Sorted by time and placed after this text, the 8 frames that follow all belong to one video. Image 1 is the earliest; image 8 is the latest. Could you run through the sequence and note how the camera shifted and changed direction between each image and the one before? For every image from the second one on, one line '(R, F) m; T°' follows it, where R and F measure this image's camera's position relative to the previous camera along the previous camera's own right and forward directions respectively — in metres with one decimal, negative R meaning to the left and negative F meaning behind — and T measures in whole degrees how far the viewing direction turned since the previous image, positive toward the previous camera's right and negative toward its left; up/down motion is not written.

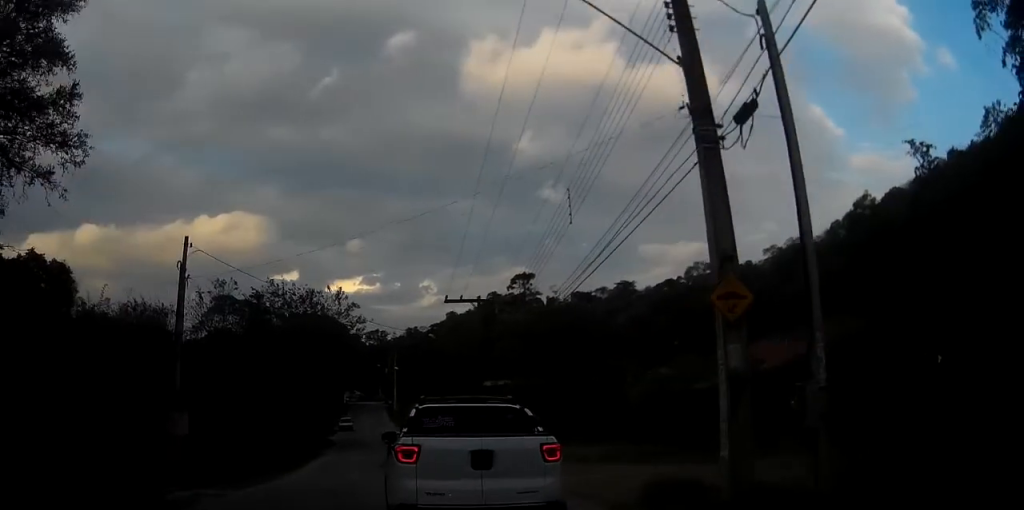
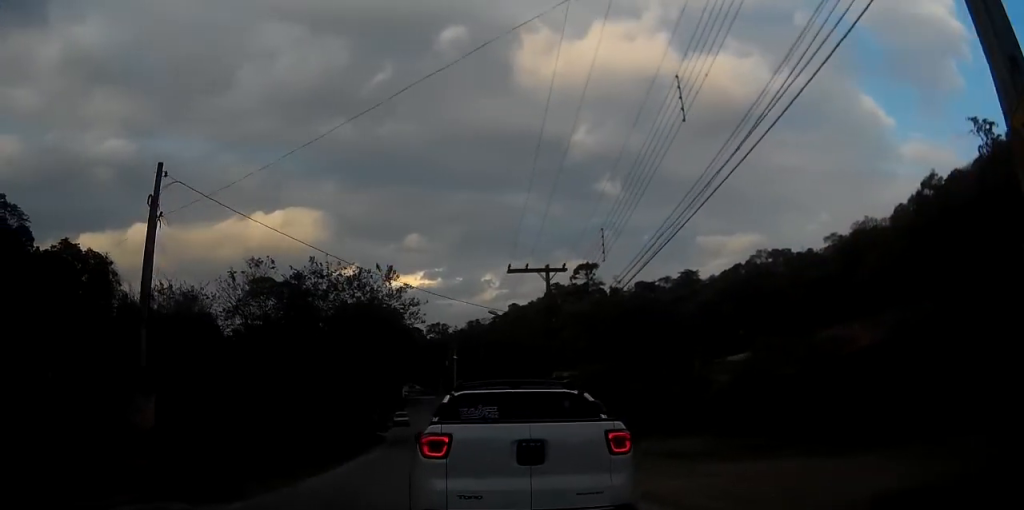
(-0.2, +6.0) m; -3°
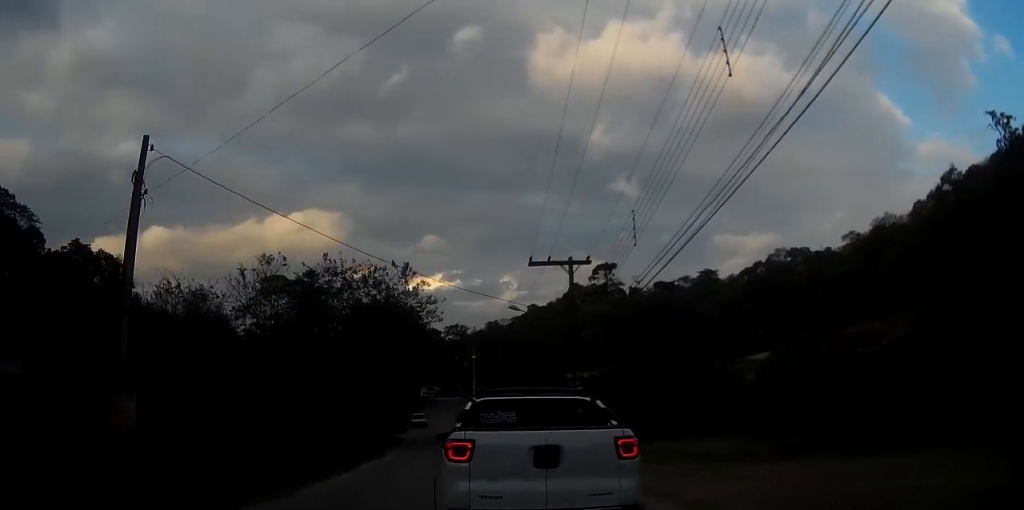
(0.0, +2.2) m; -1°
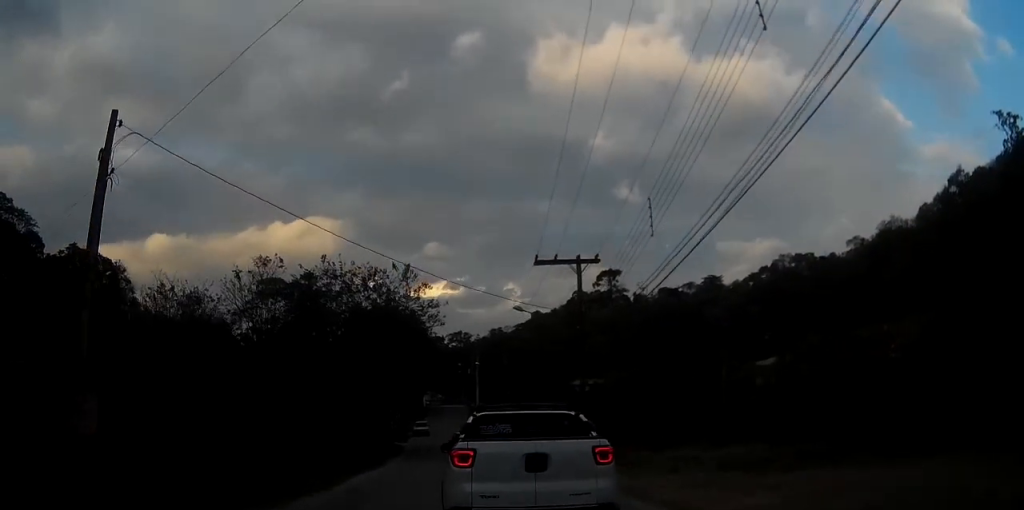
(0.0, +1.8) m; -1°
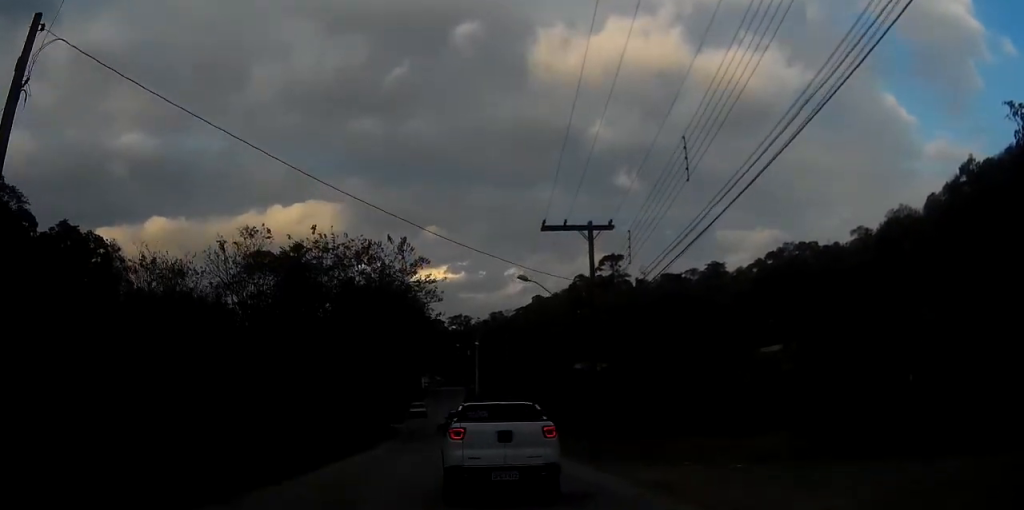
(-0.1, +3.0) m; -3°
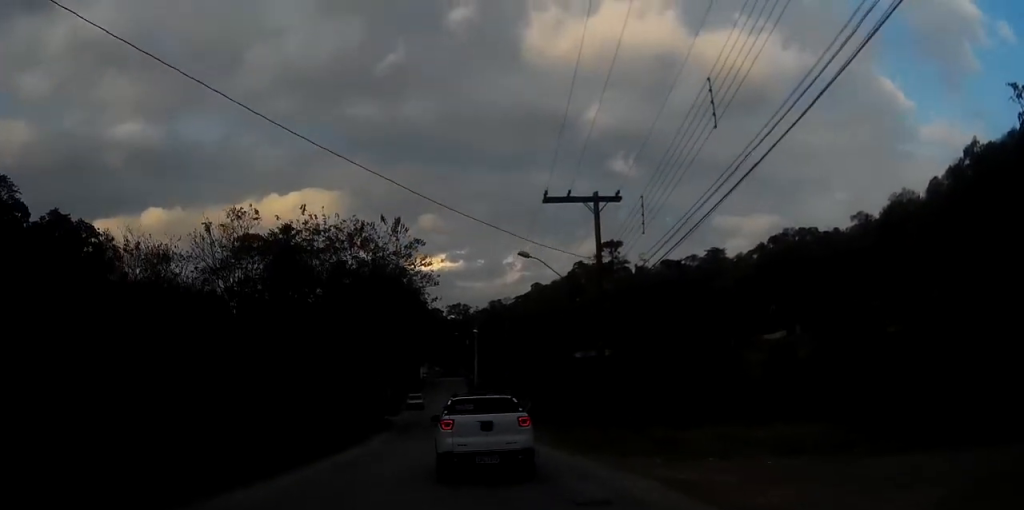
(0.0, +1.6) m; 0°
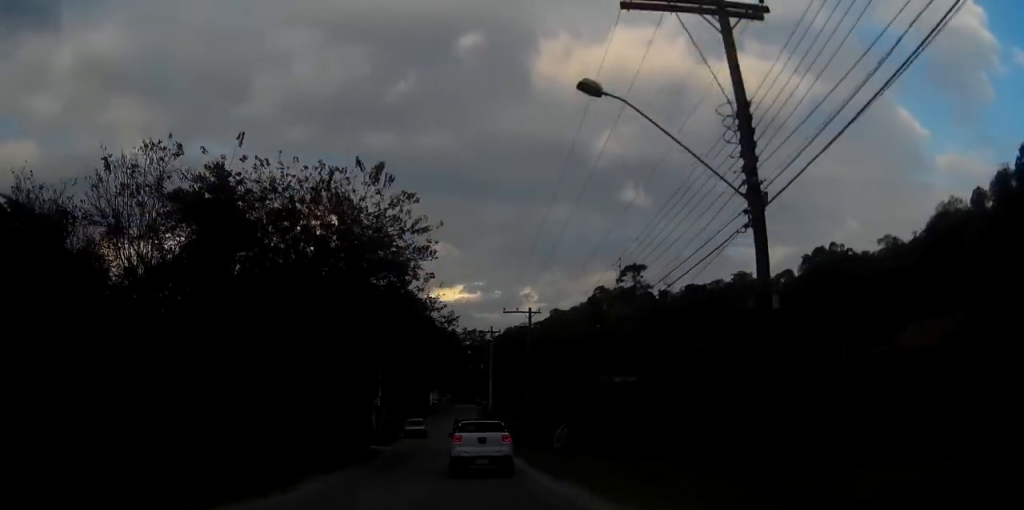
(+0.1, +9.9) m; +1°
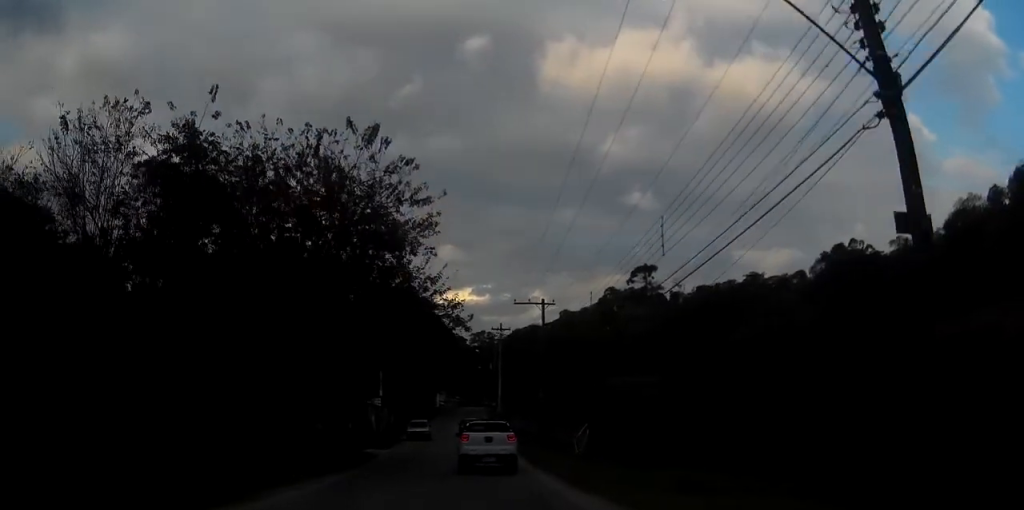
(0.0, +3.3) m; 0°
